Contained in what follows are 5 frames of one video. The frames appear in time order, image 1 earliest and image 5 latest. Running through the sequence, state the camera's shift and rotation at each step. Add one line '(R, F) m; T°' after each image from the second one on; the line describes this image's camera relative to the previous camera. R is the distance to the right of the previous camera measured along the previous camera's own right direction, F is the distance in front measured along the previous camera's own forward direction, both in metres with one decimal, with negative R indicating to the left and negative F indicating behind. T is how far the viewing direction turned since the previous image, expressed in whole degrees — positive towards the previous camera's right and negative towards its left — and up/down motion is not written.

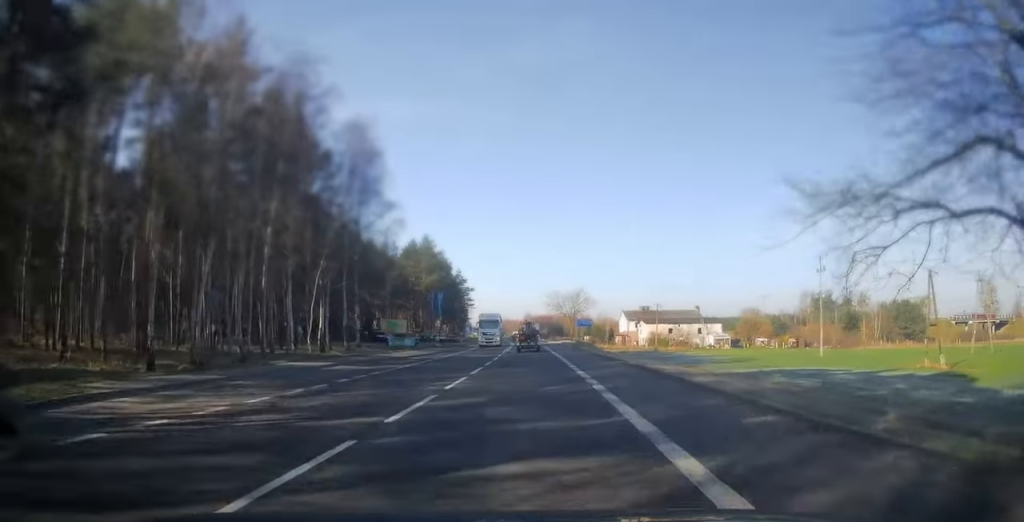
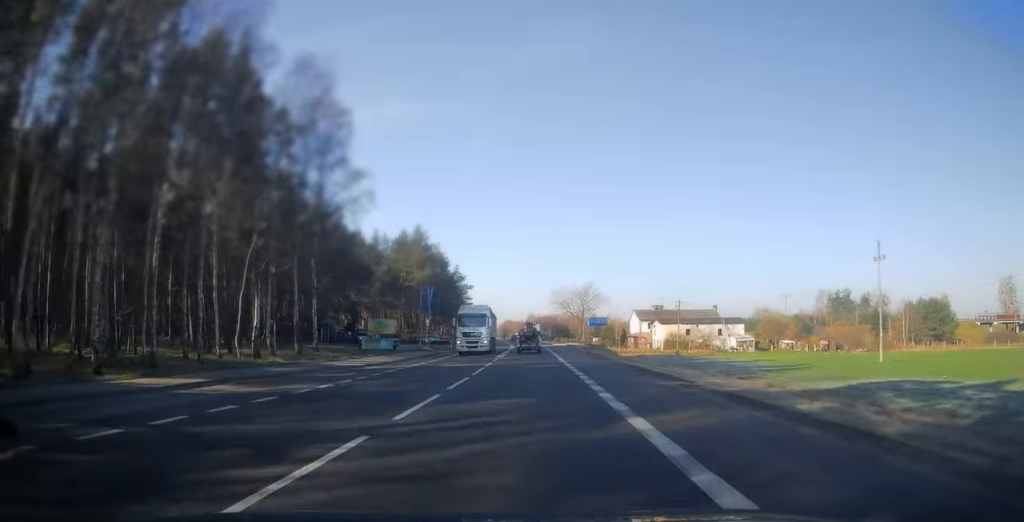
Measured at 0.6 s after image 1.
(0.0, +11.2) m; -1°
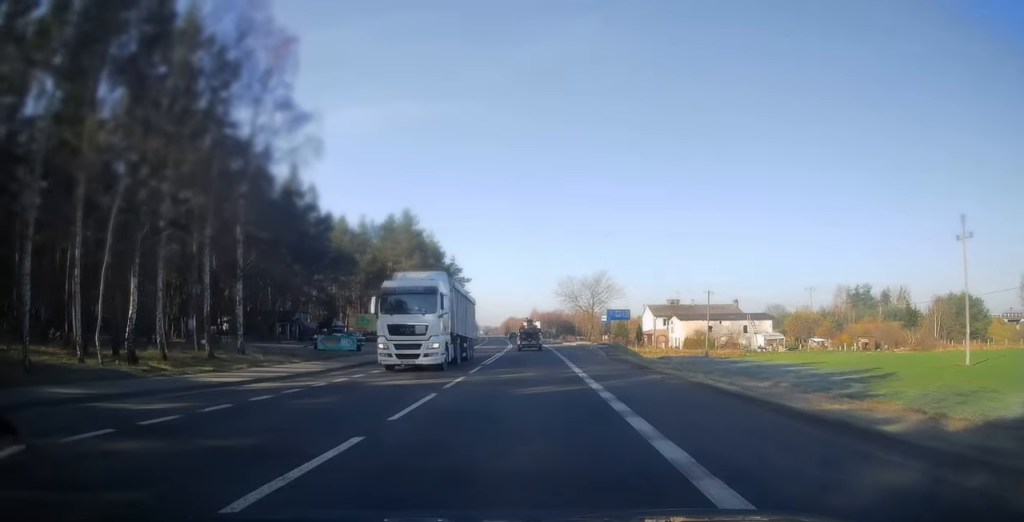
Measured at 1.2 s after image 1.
(-0.3, +11.9) m; -1°
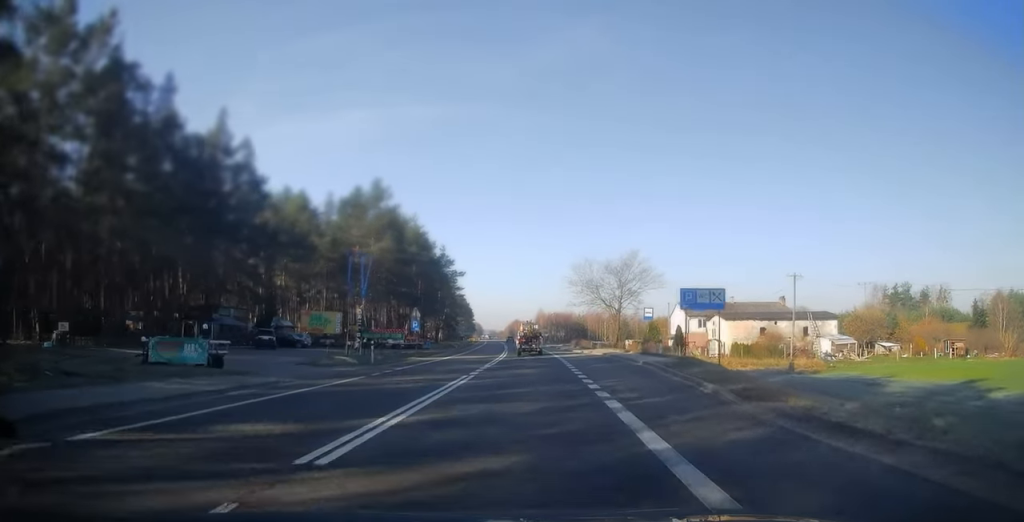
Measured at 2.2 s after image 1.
(0.0, +21.1) m; -1°
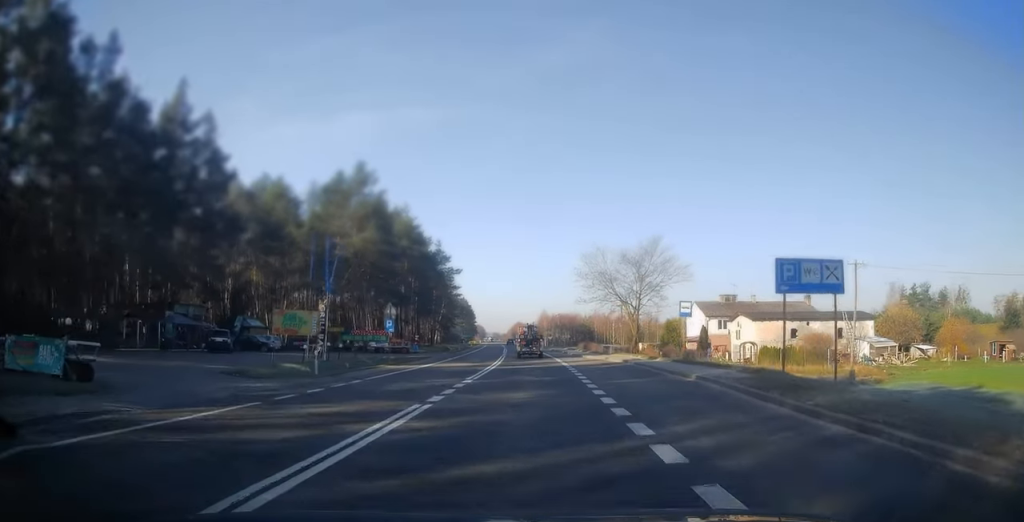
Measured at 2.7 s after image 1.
(-0.1, +8.6) m; 0°
